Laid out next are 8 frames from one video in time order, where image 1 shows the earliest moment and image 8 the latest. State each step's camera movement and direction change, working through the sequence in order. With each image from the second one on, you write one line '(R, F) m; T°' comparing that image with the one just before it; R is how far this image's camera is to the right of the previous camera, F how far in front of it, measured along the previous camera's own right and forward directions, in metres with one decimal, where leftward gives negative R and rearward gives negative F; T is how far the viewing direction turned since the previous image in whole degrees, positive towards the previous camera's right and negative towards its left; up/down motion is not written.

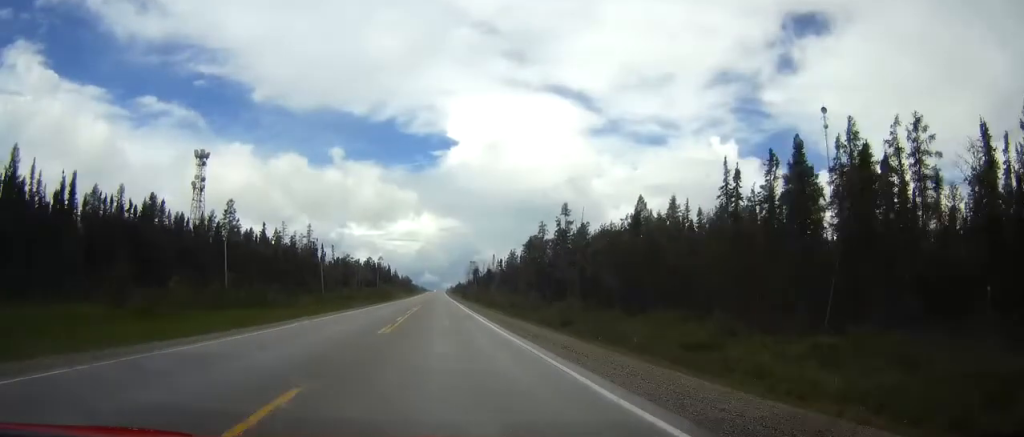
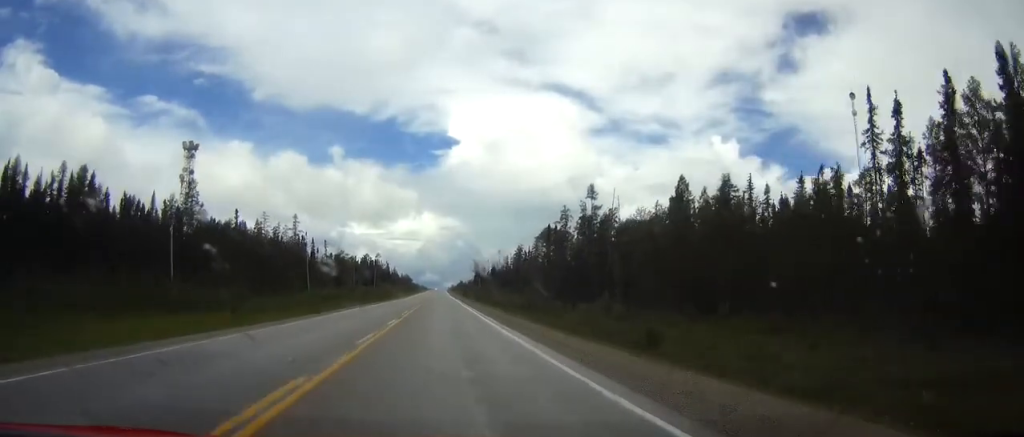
(0.0, +22.8) m; 0°
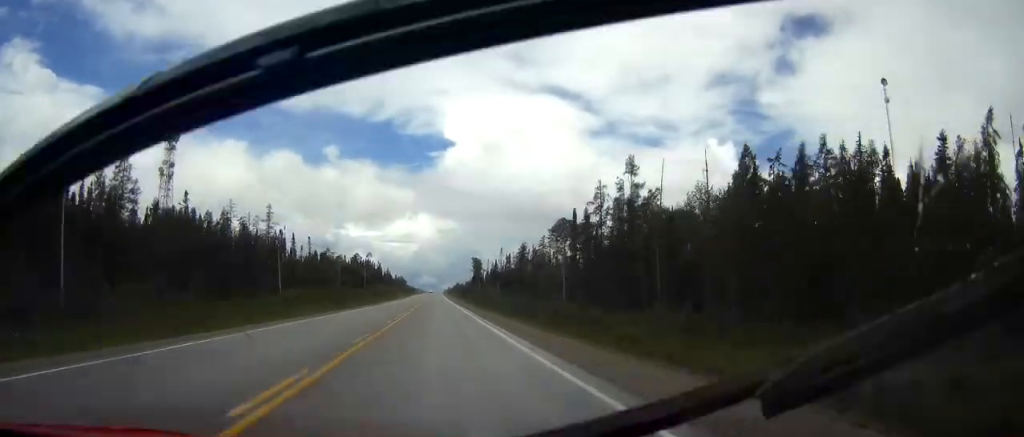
(0.0, +26.7) m; 0°
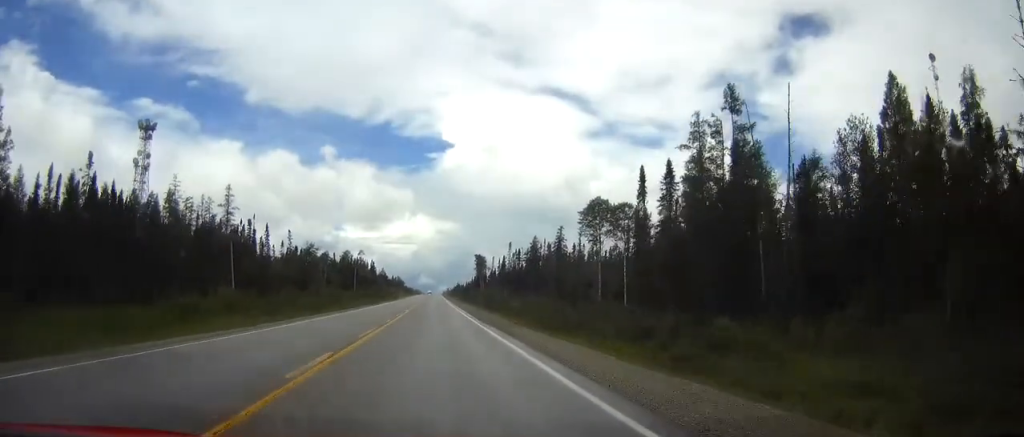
(0.0, +33.5) m; 0°
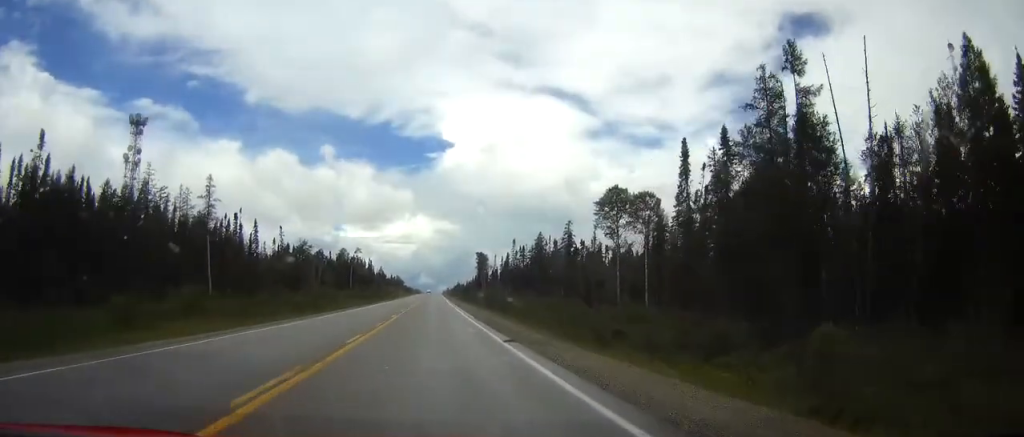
(0.0, +11.8) m; 0°
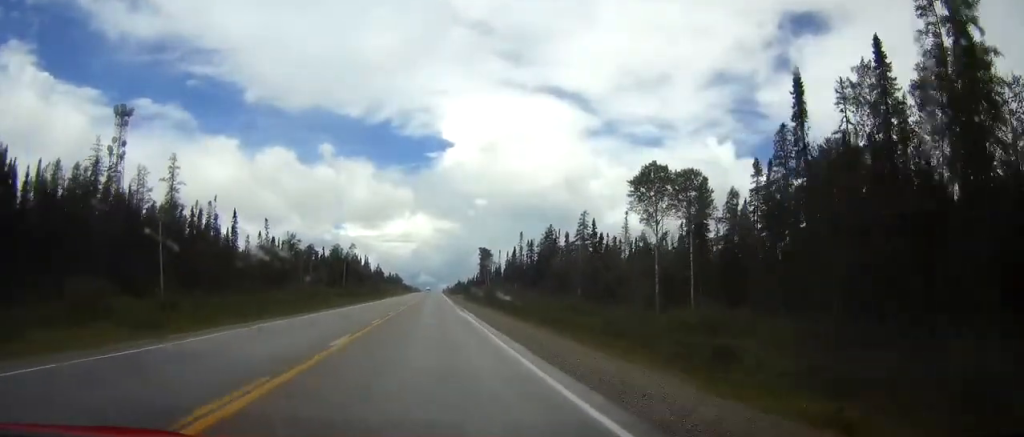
(0.0, +18.7) m; 0°
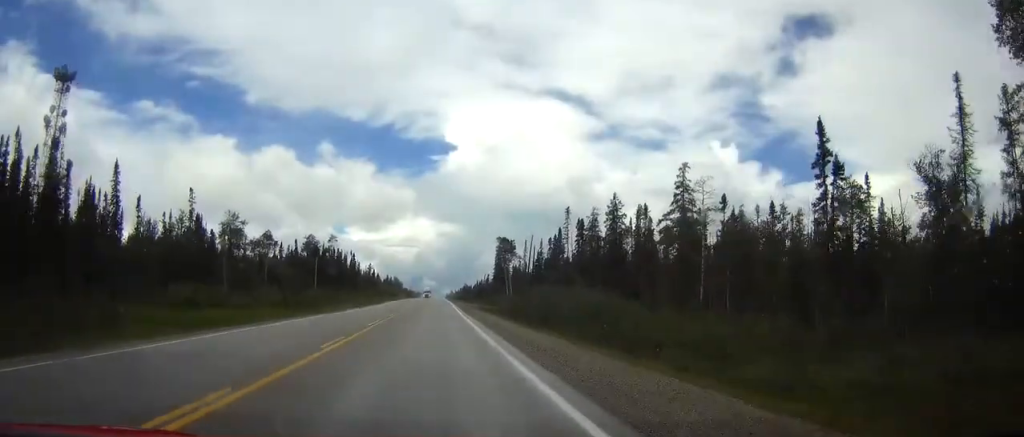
(+0.1, +64.4) m; 0°
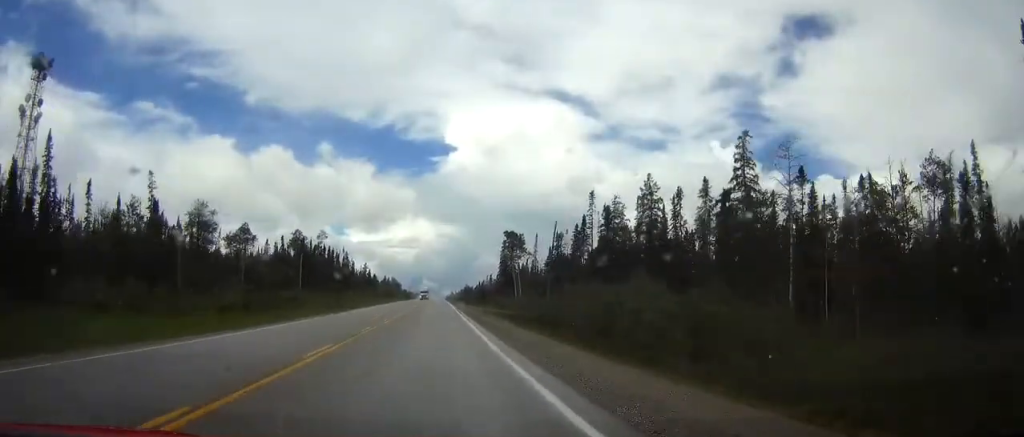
(0.0, +20.4) m; 0°
